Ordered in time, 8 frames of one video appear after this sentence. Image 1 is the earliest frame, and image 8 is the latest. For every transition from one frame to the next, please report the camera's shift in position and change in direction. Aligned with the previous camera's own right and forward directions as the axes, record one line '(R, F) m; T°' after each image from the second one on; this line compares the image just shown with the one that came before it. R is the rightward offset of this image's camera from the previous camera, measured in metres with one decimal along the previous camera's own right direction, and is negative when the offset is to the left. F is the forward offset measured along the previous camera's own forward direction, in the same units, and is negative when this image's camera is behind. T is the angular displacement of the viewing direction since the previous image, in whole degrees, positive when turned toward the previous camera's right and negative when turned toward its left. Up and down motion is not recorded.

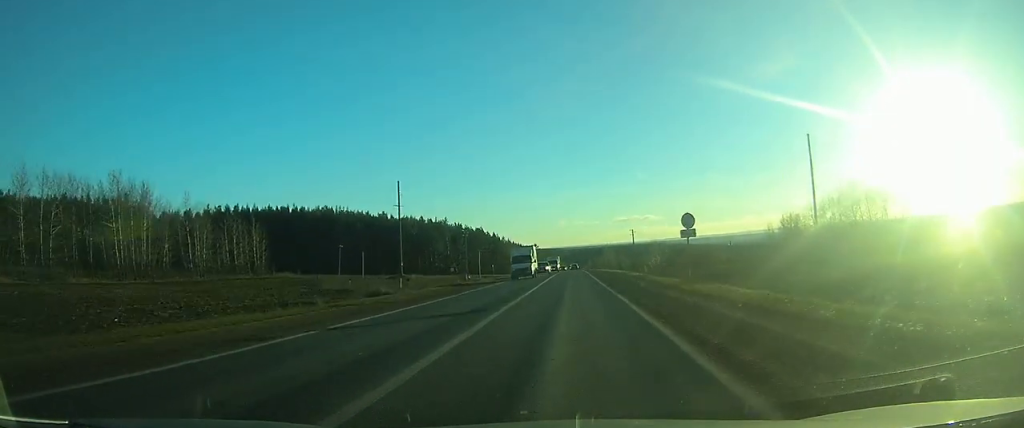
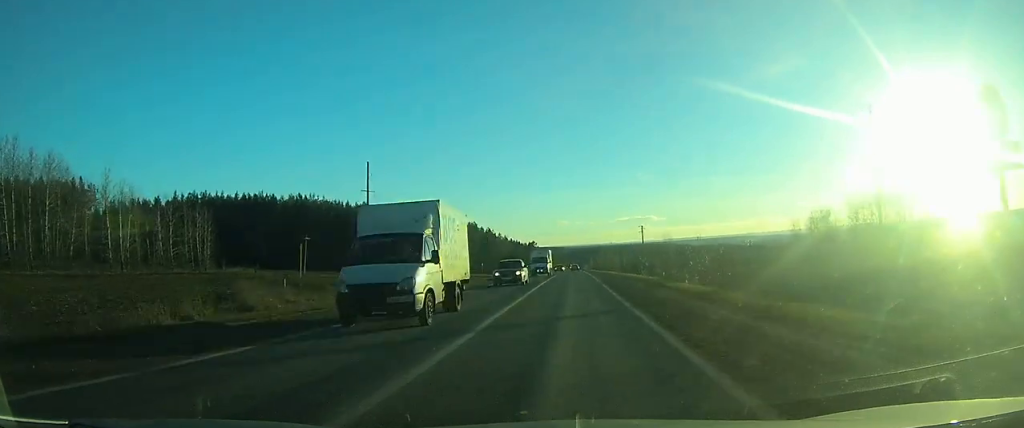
(0.0, +19.8) m; 0°
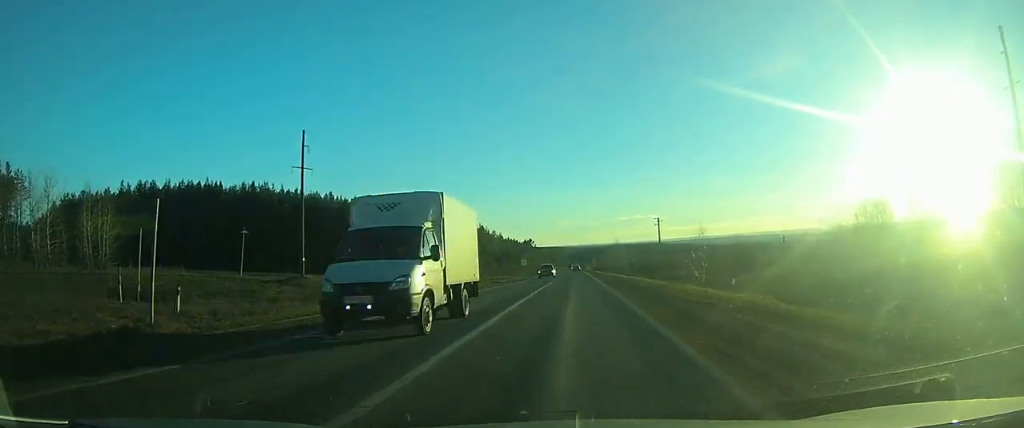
(0.0, +25.9) m; 0°
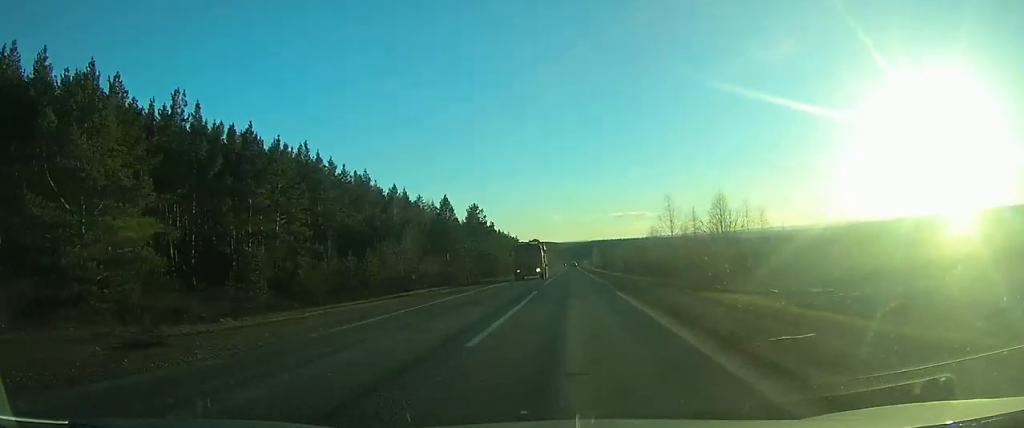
(+0.2, +123.8) m; +1°
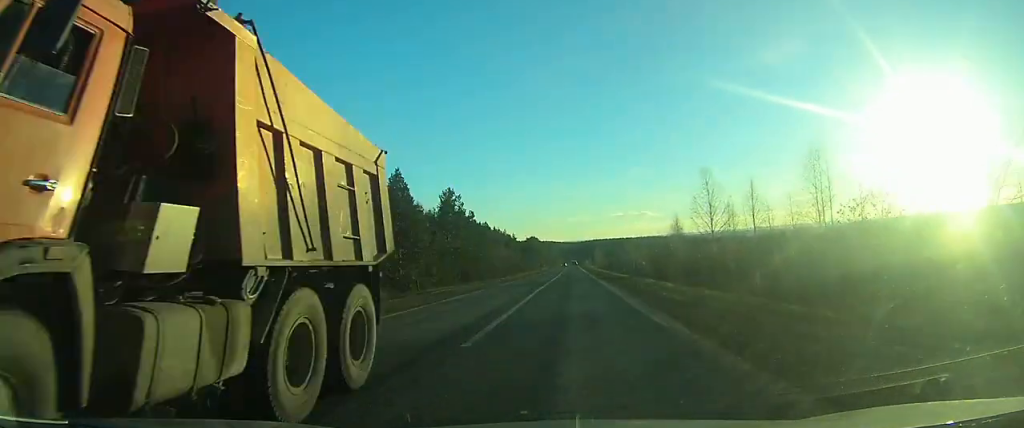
(+0.1, +22.7) m; 0°
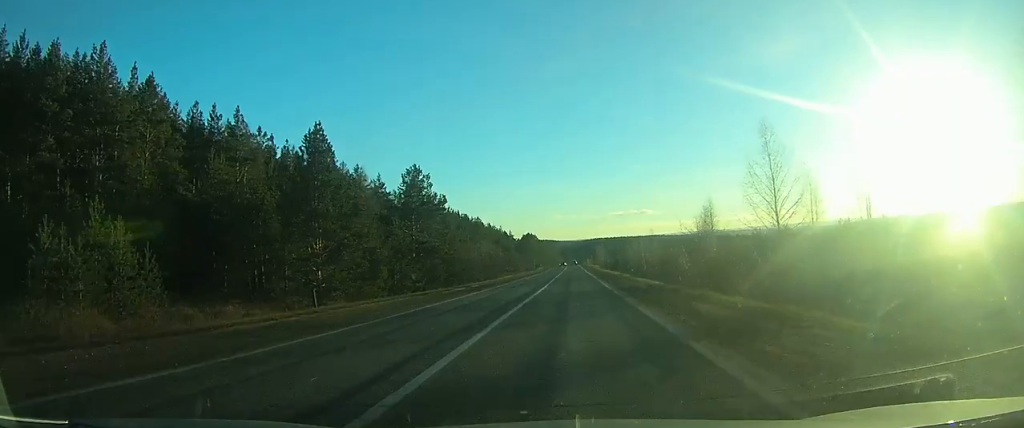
(0.0, +18.9) m; 0°
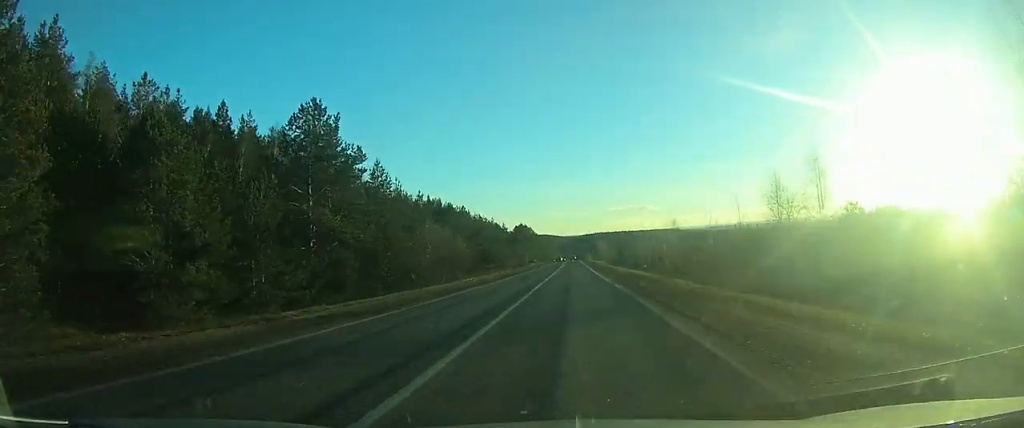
(0.0, +26.3) m; 0°
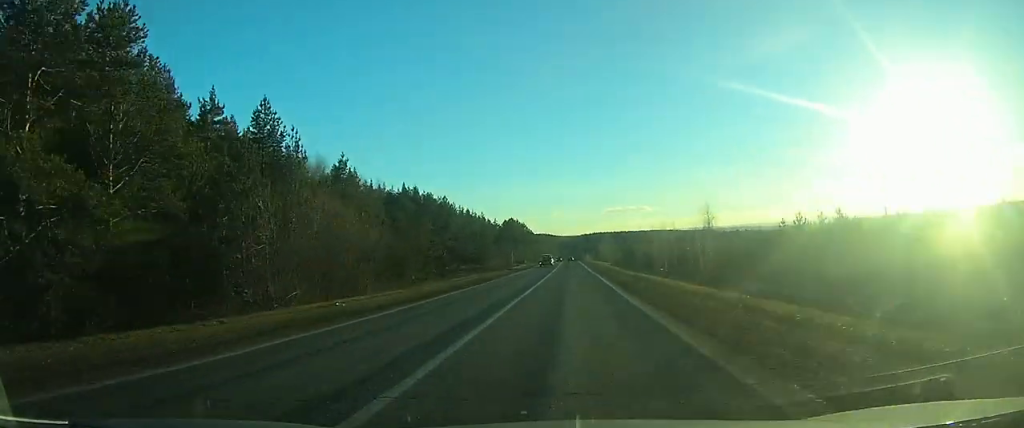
(0.0, +25.5) m; 0°
